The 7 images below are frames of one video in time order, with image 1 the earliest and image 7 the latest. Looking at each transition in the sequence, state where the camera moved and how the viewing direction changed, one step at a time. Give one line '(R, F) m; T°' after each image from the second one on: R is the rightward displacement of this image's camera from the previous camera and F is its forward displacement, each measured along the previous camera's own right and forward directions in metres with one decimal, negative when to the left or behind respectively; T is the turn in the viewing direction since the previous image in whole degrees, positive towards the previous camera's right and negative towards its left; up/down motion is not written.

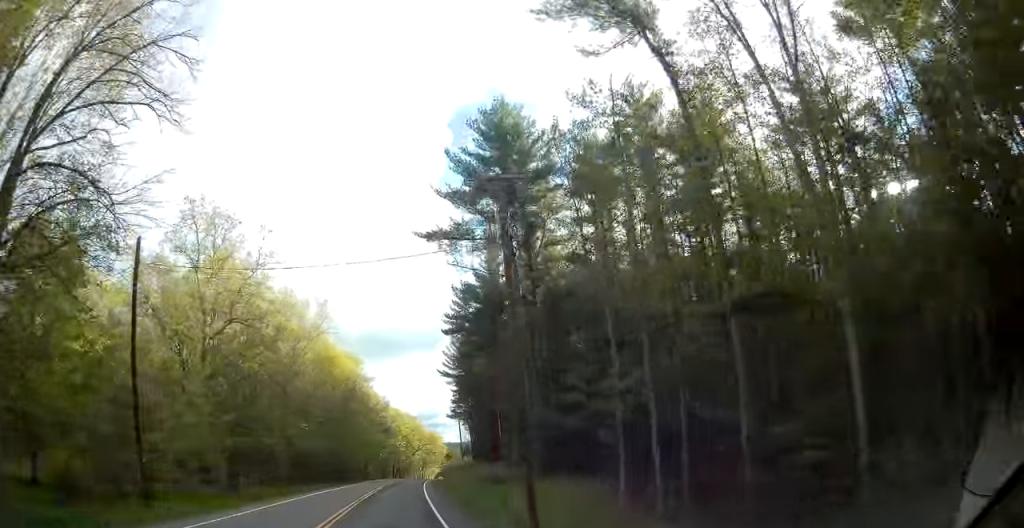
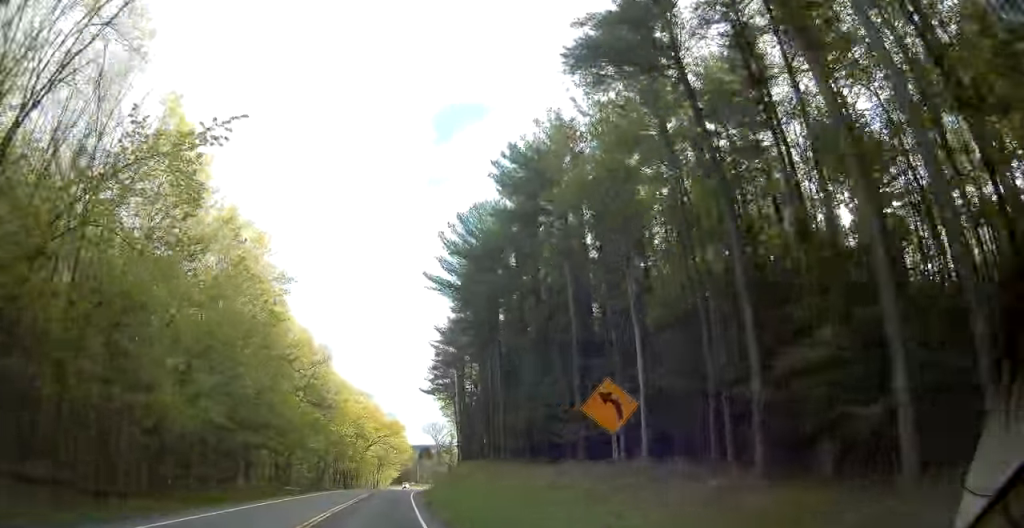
(+1.8, +55.1) m; +4°
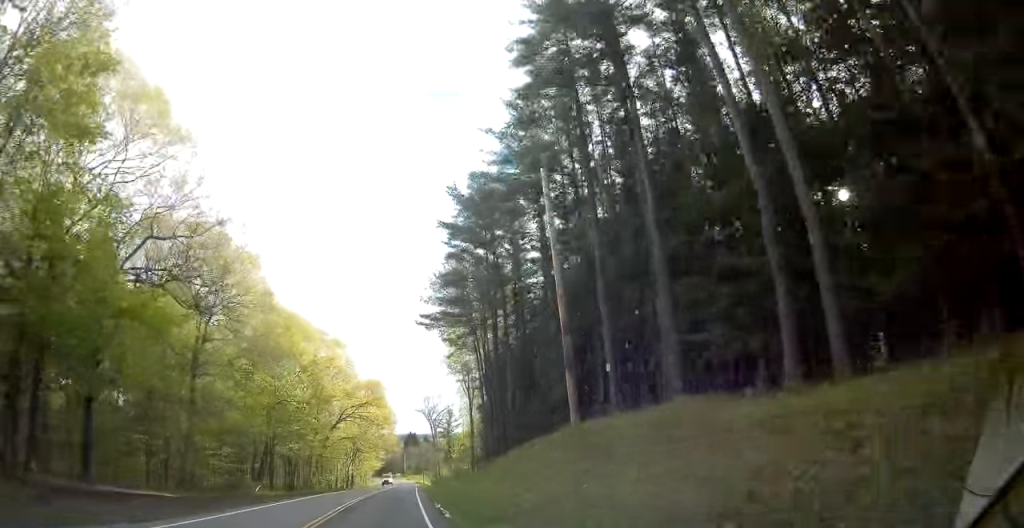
(+0.8, +40.4) m; +2°
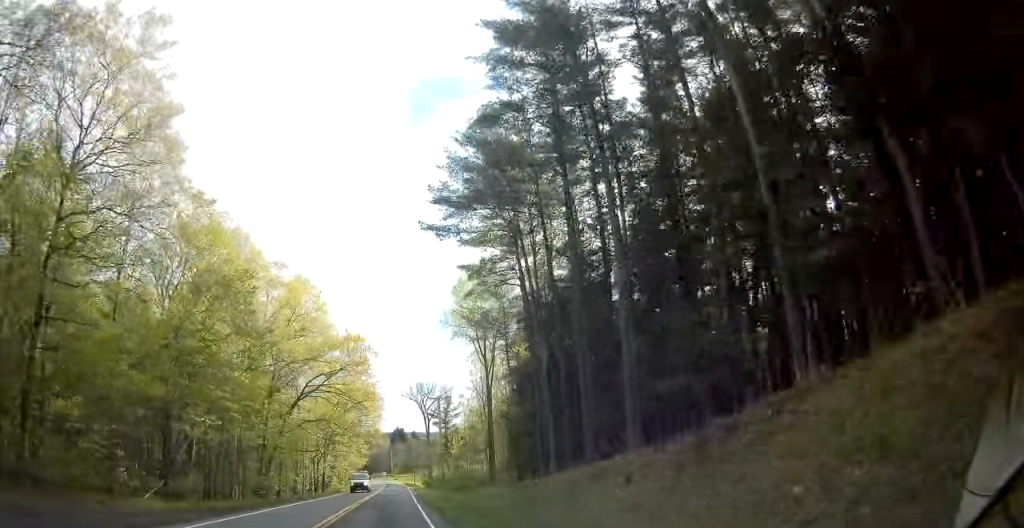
(+0.4, +23.5) m; +2°
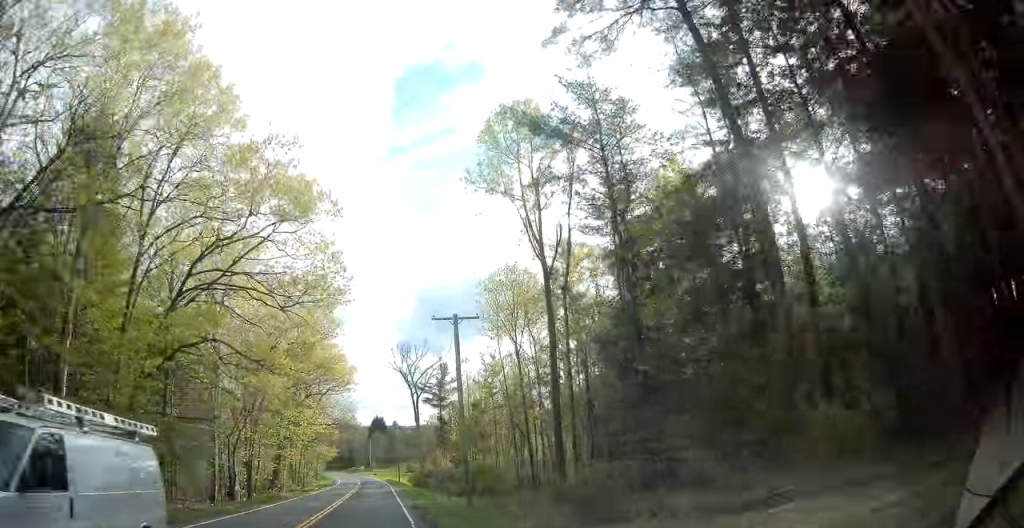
(+0.3, +28.8) m; +1°
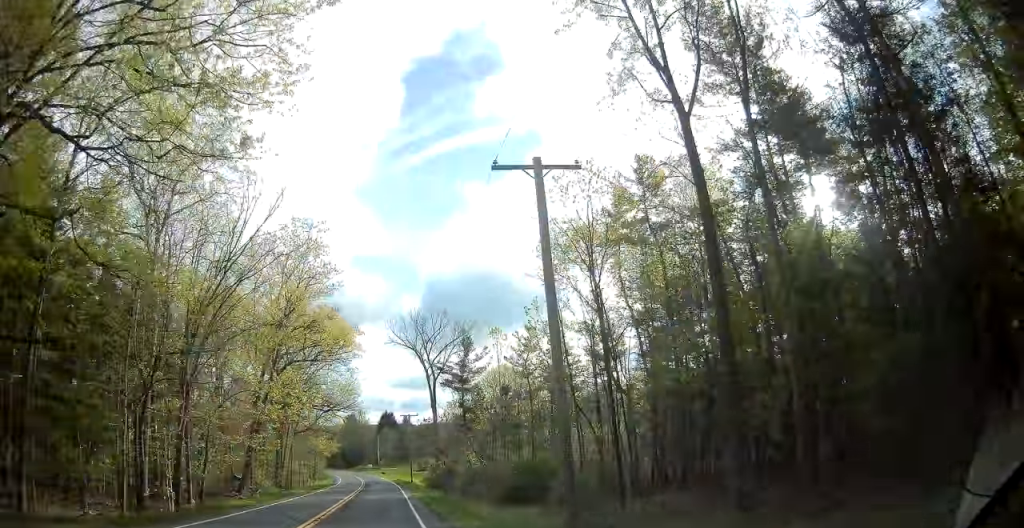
(+0.1, +15.3) m; 0°
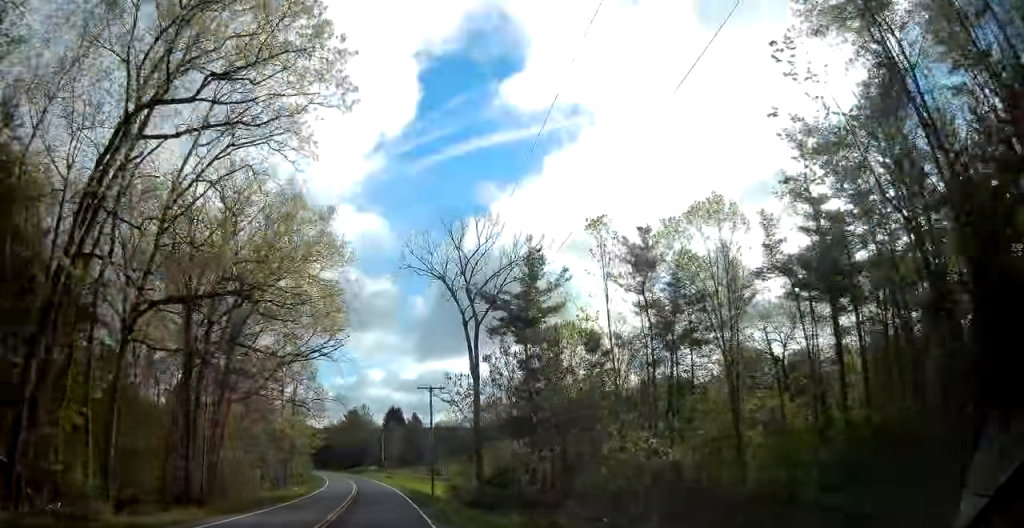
(+0.1, +29.1) m; 0°
